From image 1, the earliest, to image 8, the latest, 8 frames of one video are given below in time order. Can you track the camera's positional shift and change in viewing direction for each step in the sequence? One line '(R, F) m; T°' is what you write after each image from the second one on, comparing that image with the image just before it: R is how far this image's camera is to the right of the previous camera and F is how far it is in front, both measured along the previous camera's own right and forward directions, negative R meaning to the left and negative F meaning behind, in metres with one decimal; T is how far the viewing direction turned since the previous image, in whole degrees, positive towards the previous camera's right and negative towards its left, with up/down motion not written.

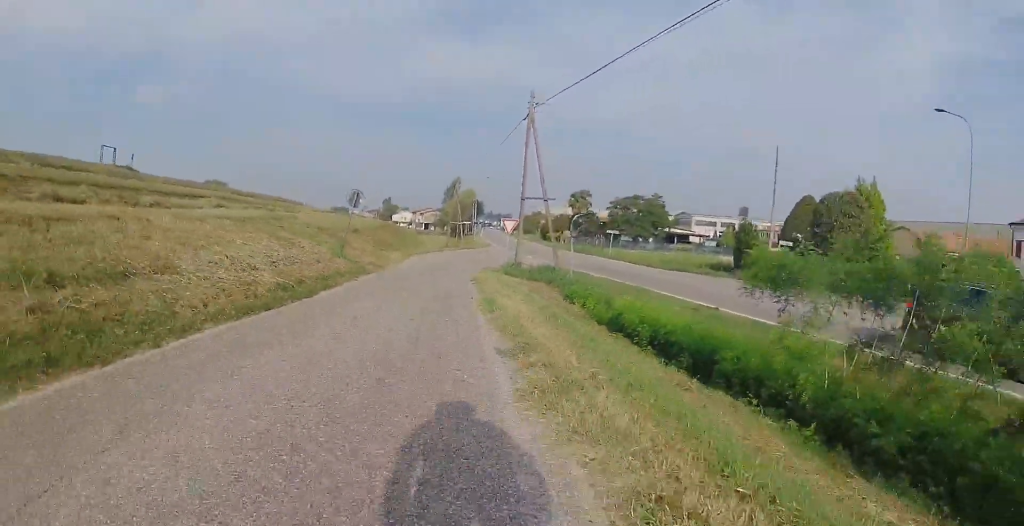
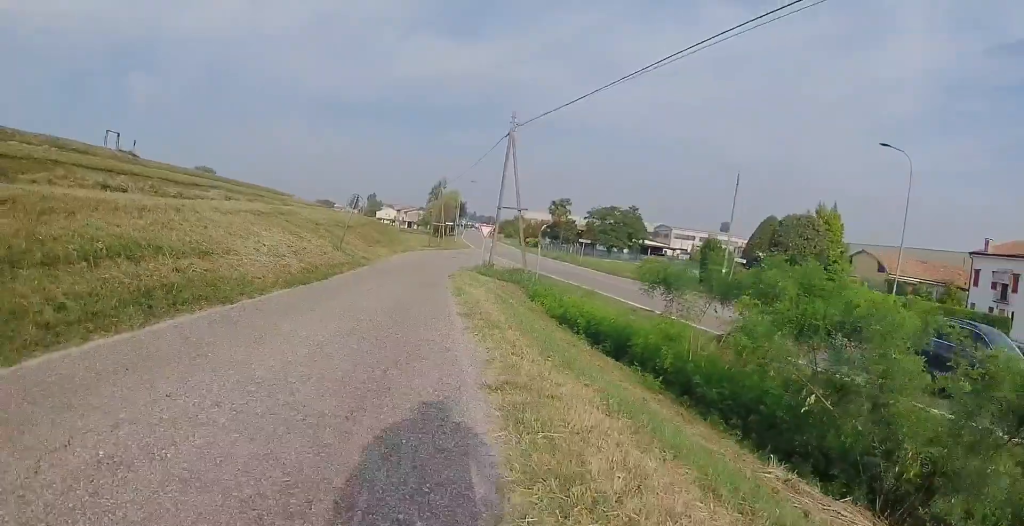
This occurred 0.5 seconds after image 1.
(-0.3, +3.2) m; 0°
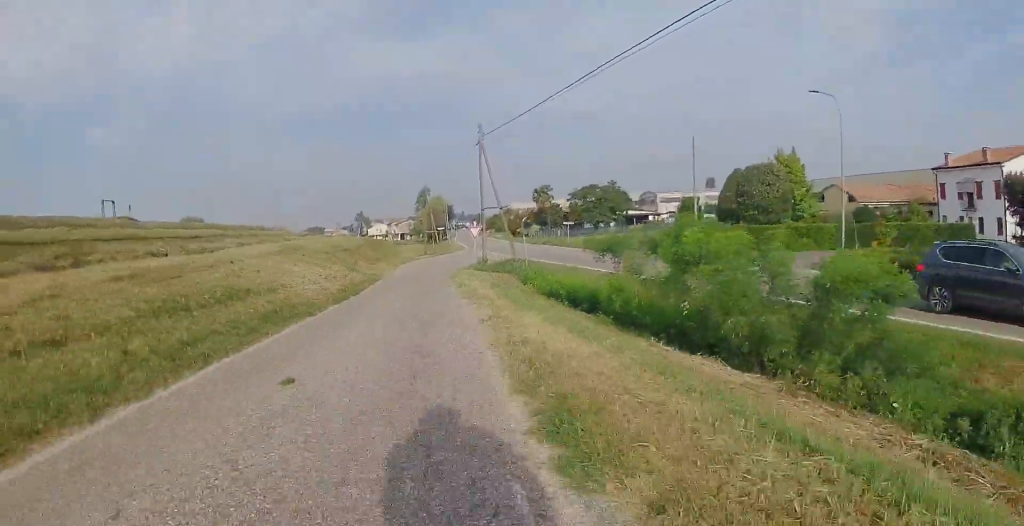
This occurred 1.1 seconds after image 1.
(+0.2, +3.7) m; +1°
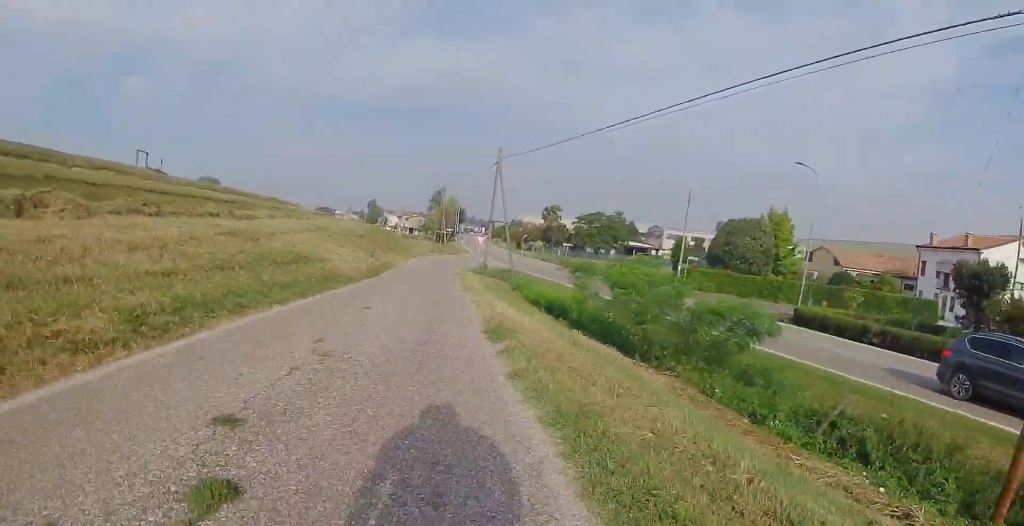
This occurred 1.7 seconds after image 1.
(+0.3, +4.1) m; +1°
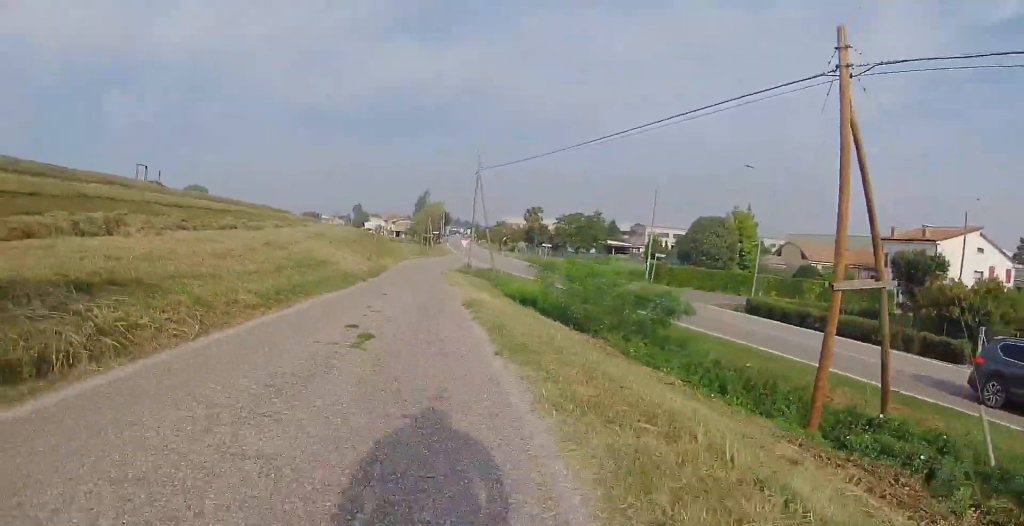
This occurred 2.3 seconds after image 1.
(-0.3, +4.1) m; -1°
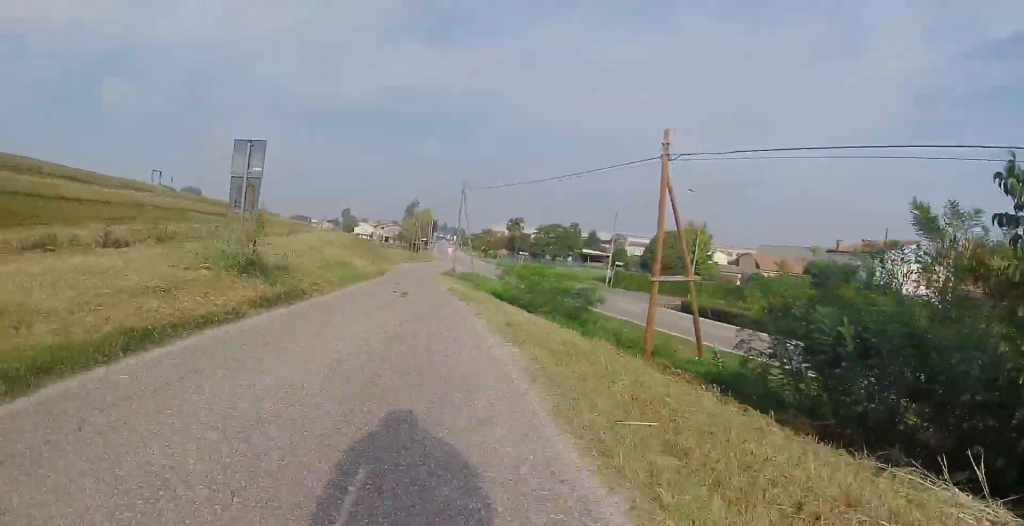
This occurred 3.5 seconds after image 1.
(+0.1, +7.5) m; +3°
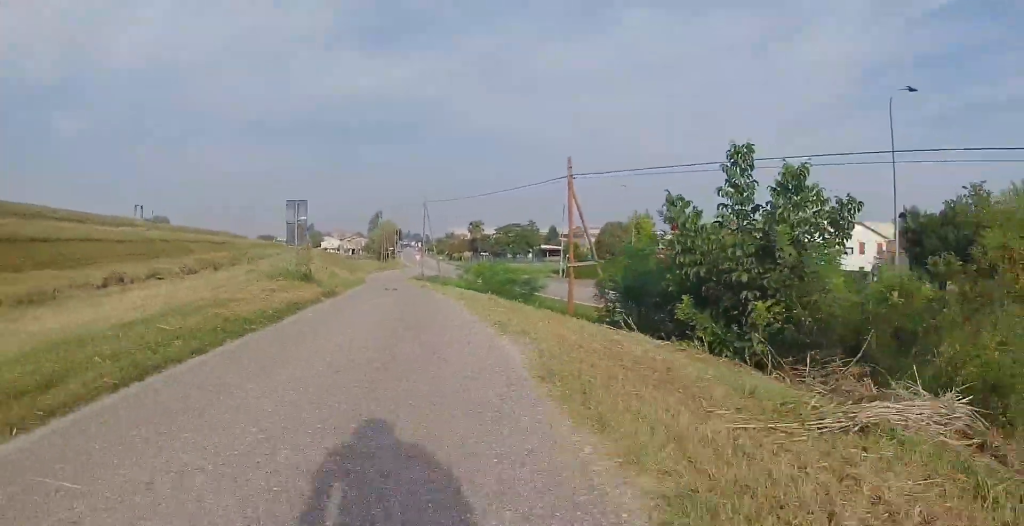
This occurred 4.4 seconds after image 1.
(+0.1, +6.2) m; +1°
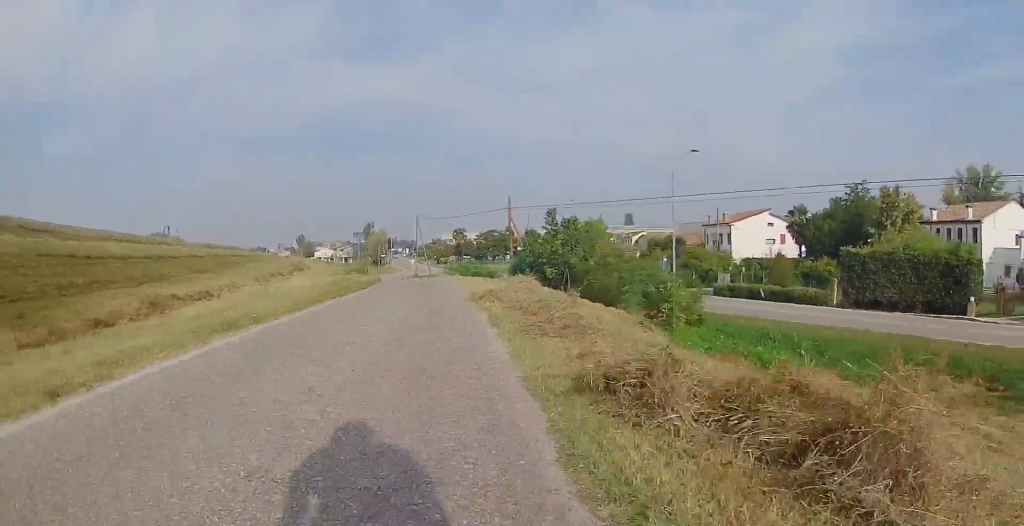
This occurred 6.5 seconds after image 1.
(-0.1, +14.6) m; +4°
